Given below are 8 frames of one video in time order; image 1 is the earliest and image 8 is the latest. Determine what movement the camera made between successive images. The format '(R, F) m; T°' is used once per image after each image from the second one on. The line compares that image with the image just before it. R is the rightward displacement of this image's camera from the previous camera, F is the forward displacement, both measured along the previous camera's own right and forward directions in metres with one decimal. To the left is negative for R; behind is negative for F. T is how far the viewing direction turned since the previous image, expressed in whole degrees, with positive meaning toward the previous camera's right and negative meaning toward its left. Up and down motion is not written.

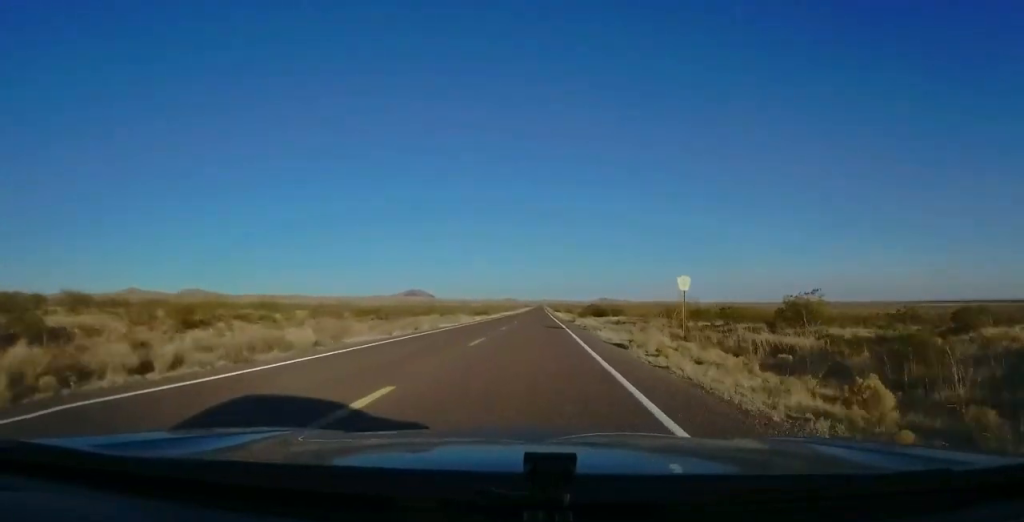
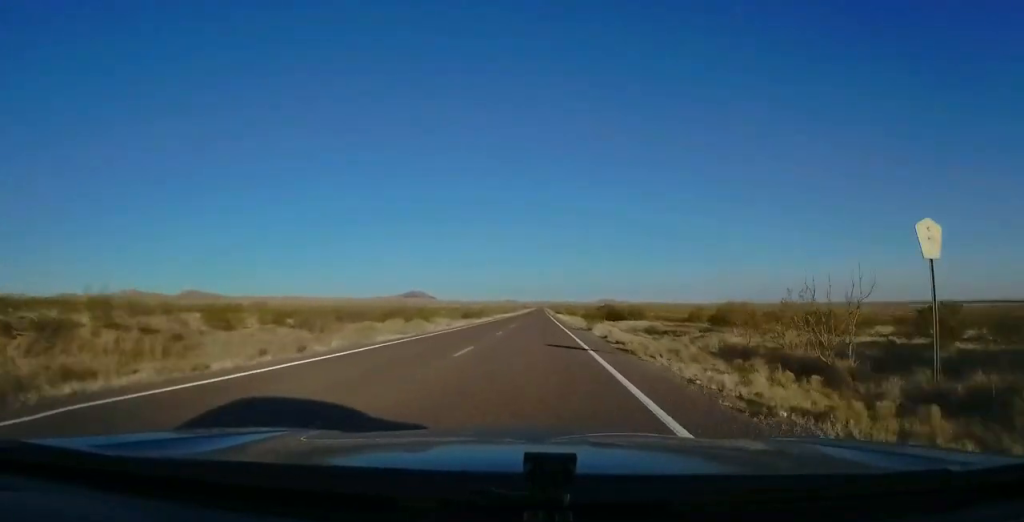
(+0.2, +15.7) m; 0°
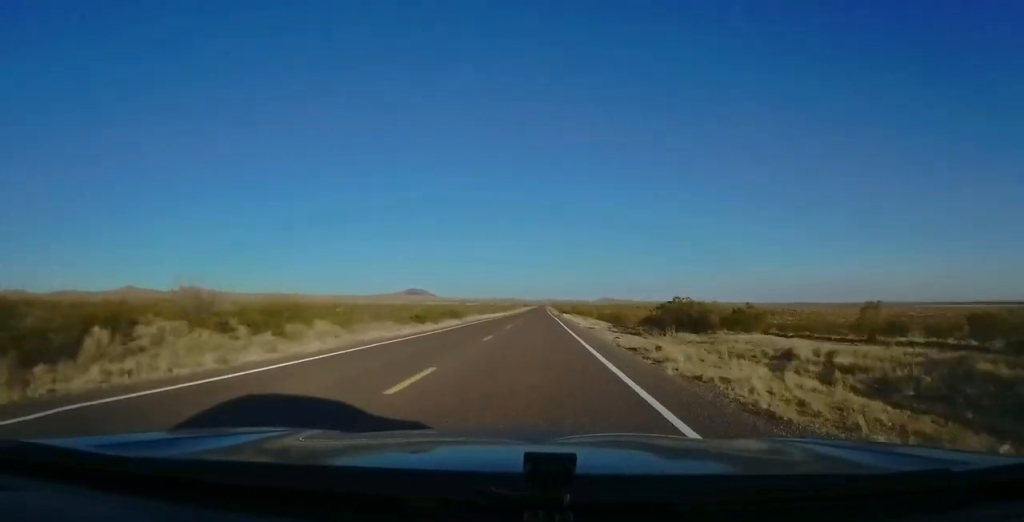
(-0.5, +31.2) m; -1°
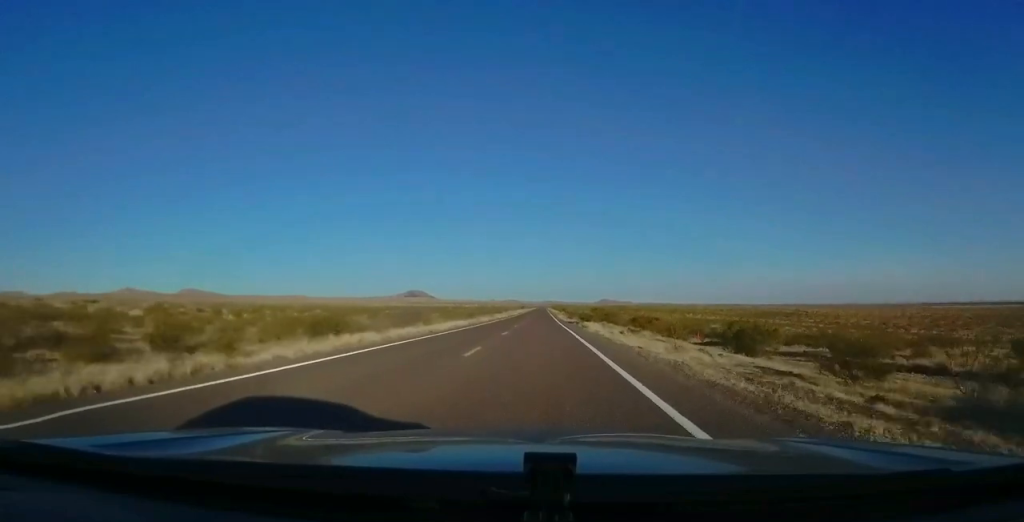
(0.0, +42.8) m; 0°
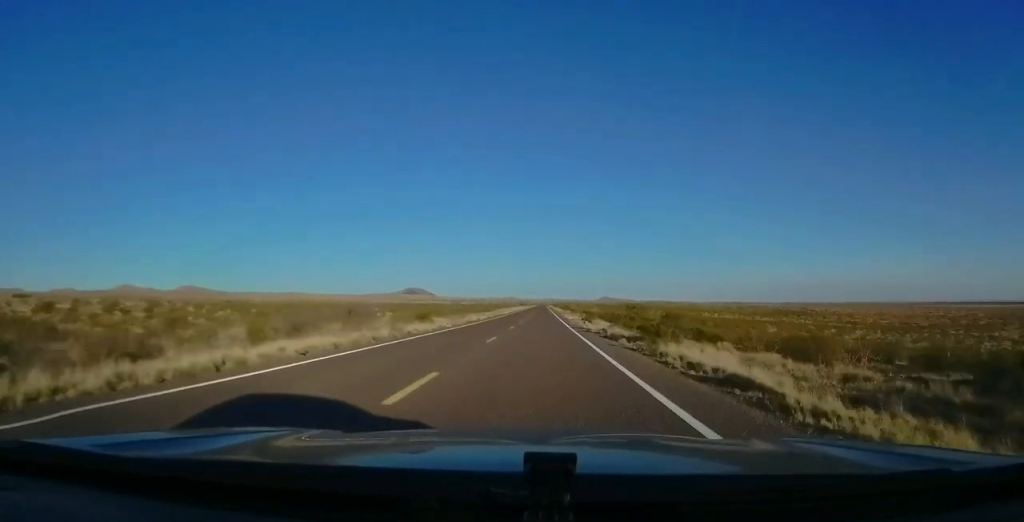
(0.0, +32.1) m; 0°
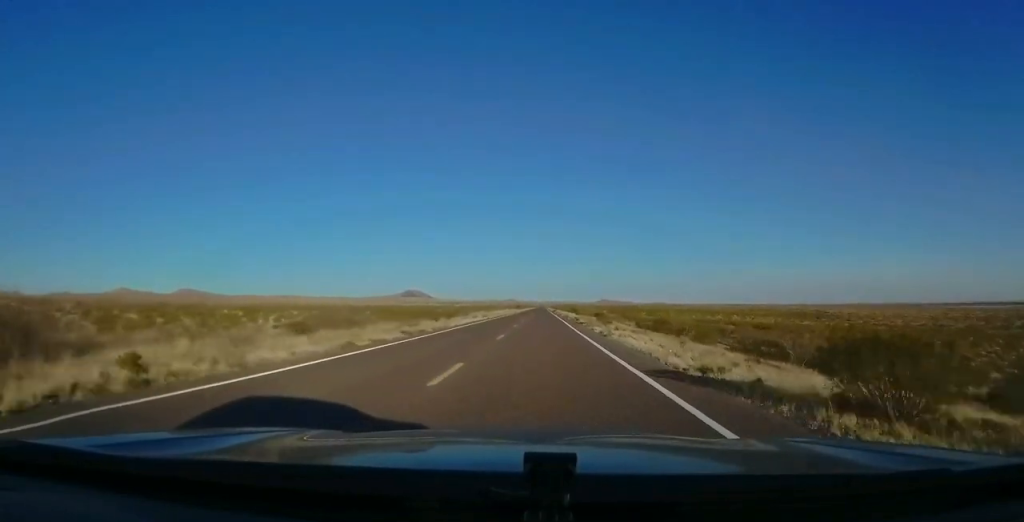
(0.0, +47.6) m; 0°
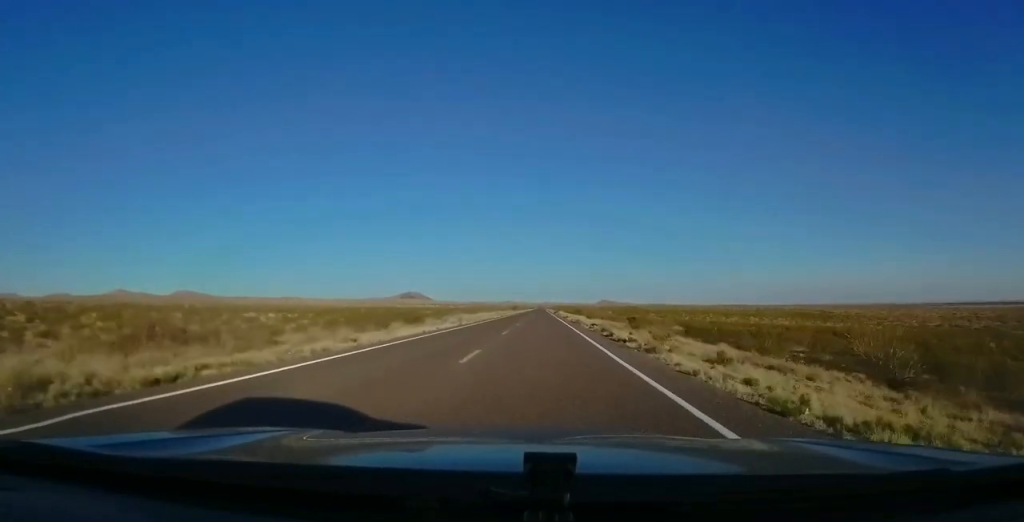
(0.0, +21.4) m; 0°
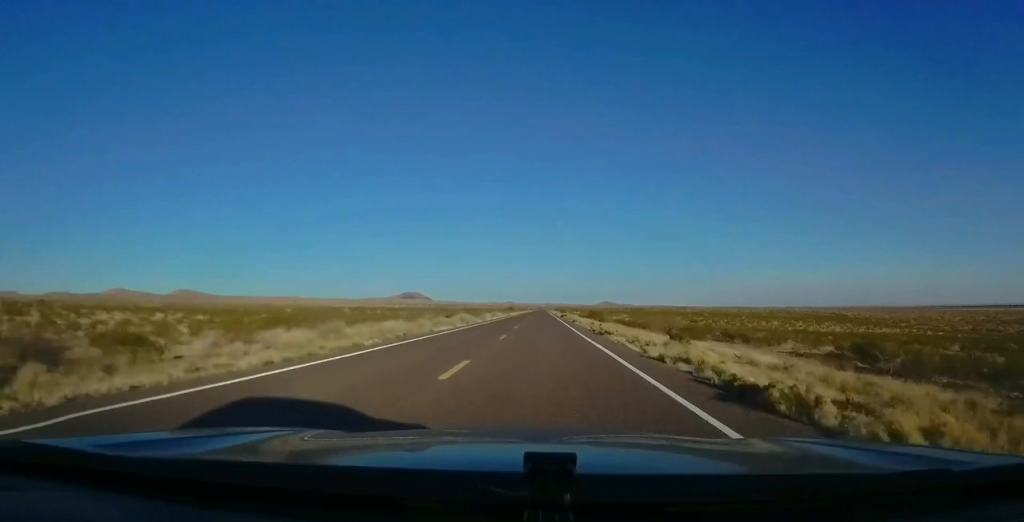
(+0.1, +39.7) m; 0°
